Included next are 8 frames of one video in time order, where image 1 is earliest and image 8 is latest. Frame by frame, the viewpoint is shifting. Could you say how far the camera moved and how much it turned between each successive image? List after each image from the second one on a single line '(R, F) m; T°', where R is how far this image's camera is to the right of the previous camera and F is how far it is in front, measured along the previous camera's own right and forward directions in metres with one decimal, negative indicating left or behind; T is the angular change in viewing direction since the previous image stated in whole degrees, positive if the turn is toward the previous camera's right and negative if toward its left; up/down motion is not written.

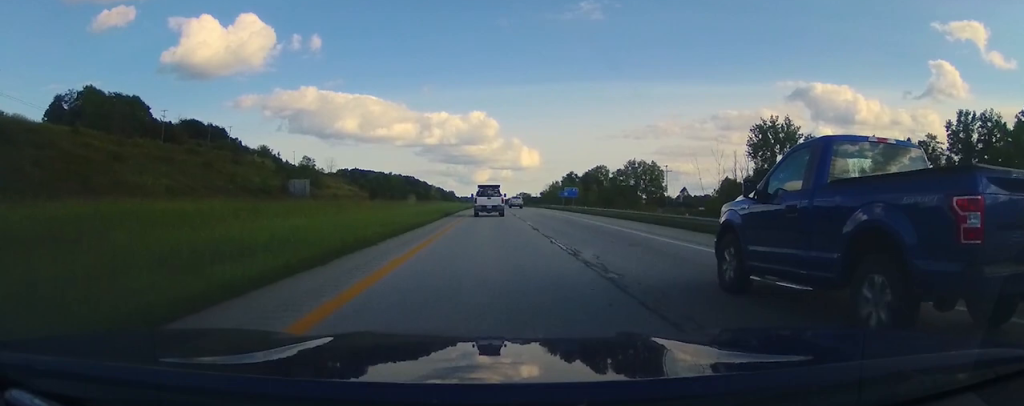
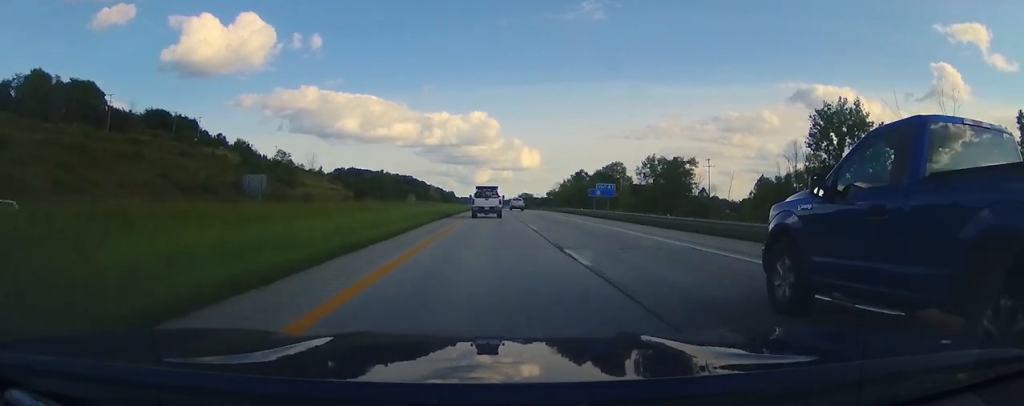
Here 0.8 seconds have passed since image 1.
(0.0, +27.5) m; 0°
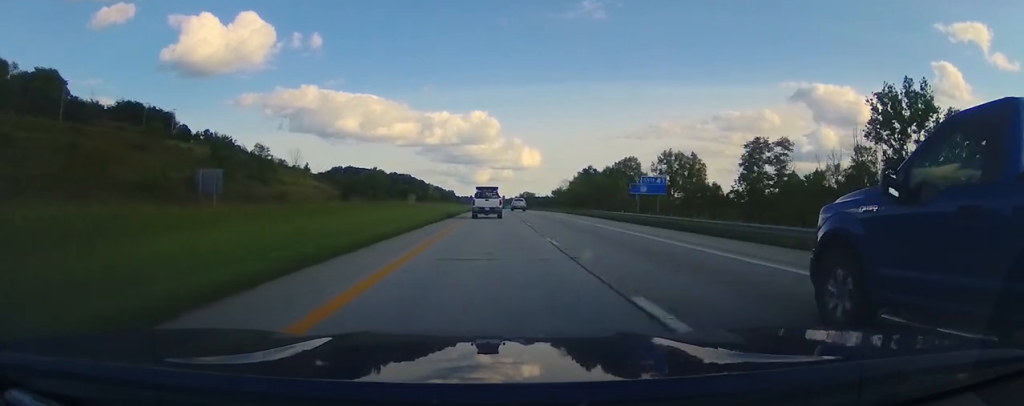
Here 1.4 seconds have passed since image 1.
(0.0, +19.5) m; 0°
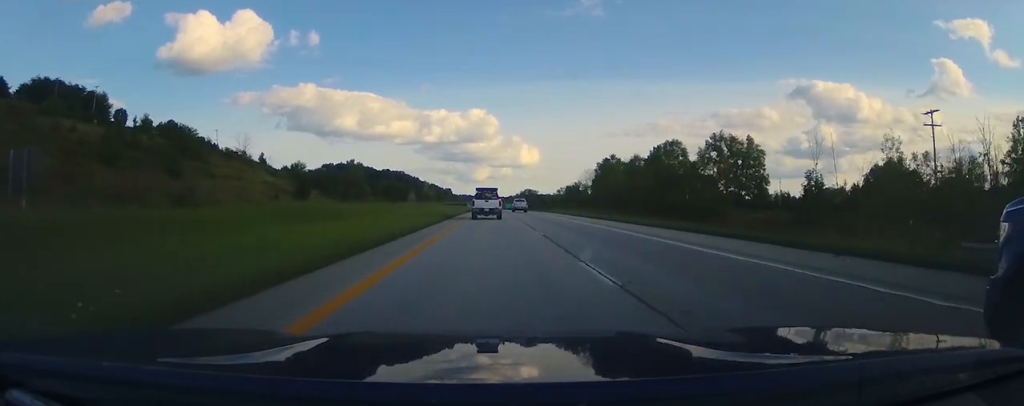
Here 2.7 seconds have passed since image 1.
(0.0, +44.7) m; 0°
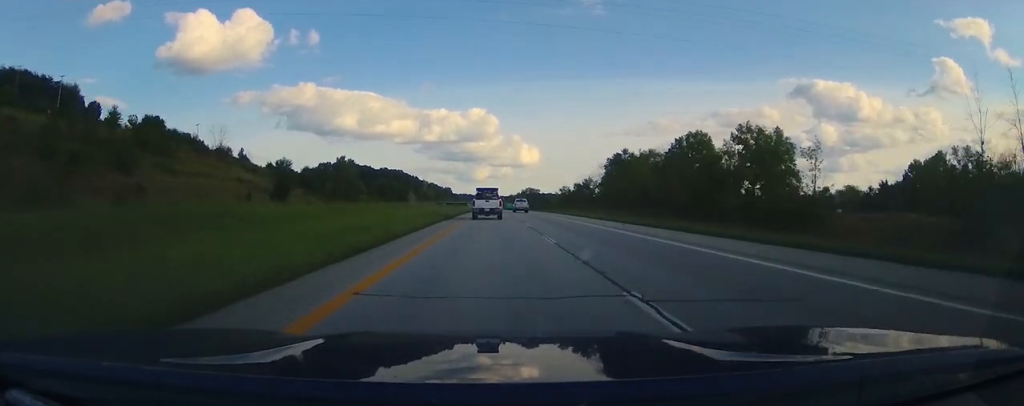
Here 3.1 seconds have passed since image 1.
(0.0, +16.0) m; 0°
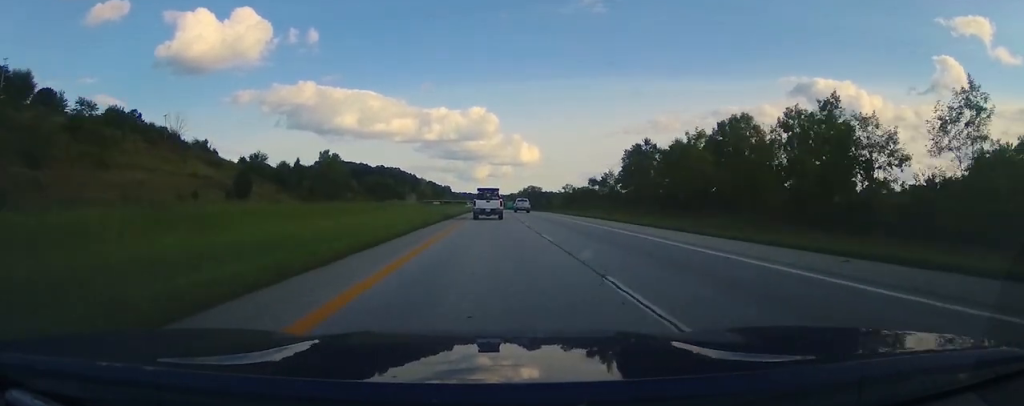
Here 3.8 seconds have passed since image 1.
(0.0, +22.7) m; 0°
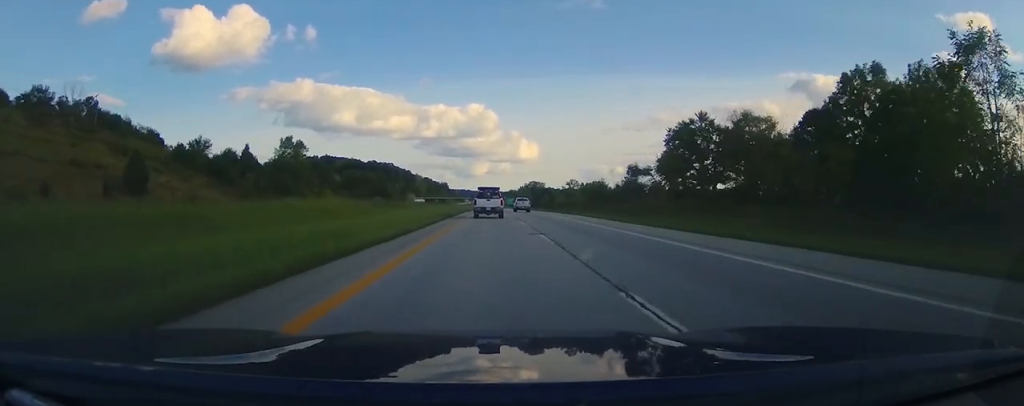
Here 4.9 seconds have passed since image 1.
(0.0, +37.4) m; 0°
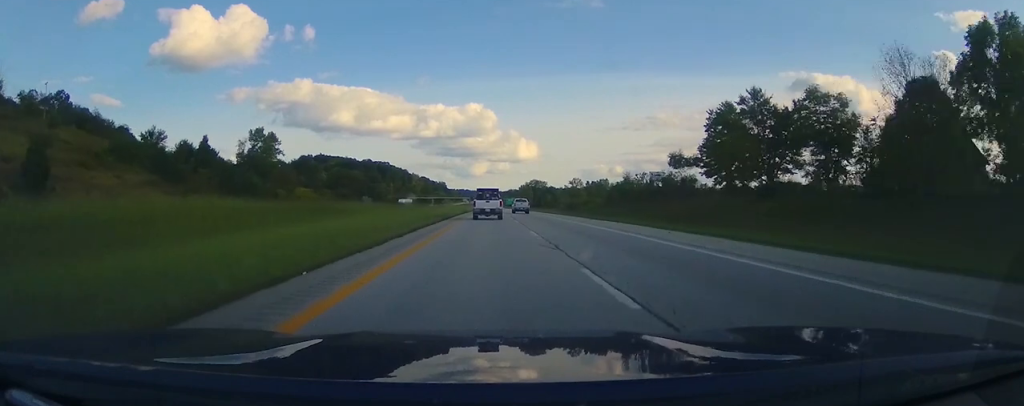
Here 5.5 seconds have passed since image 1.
(0.0, +21.5) m; 0°
